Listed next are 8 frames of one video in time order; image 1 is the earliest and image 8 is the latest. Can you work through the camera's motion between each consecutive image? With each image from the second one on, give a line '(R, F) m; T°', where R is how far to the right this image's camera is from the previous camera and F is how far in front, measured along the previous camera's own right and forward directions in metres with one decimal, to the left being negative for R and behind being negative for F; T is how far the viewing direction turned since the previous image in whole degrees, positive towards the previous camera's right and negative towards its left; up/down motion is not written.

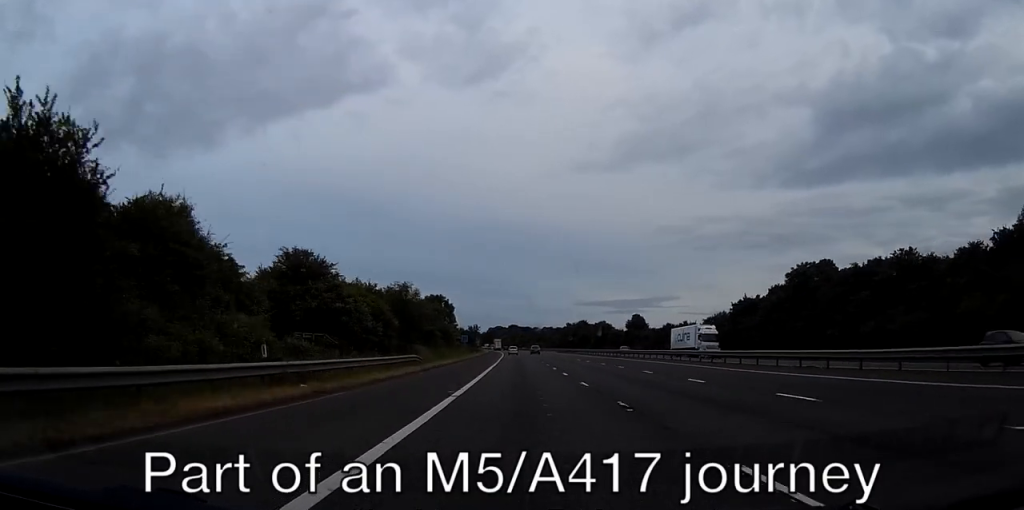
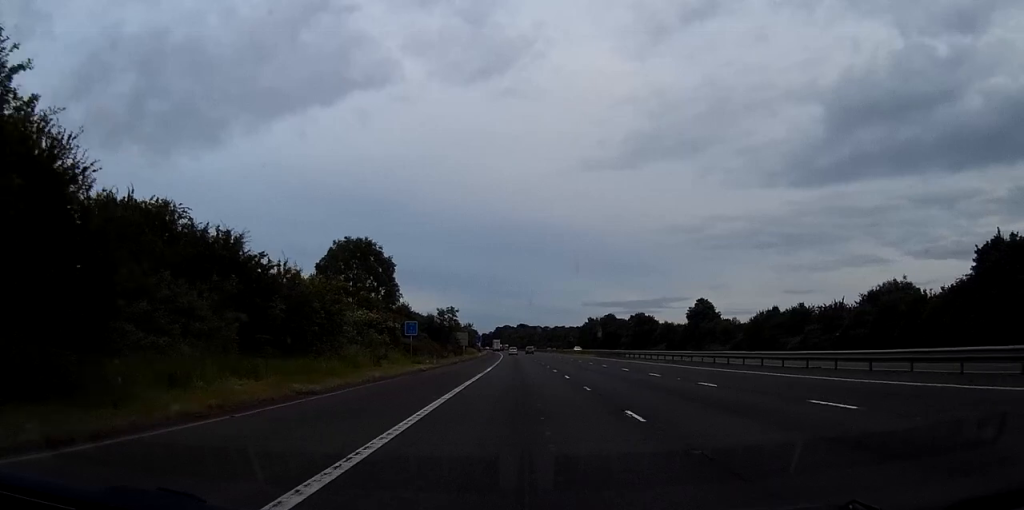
(+0.1, +64.6) m; 0°
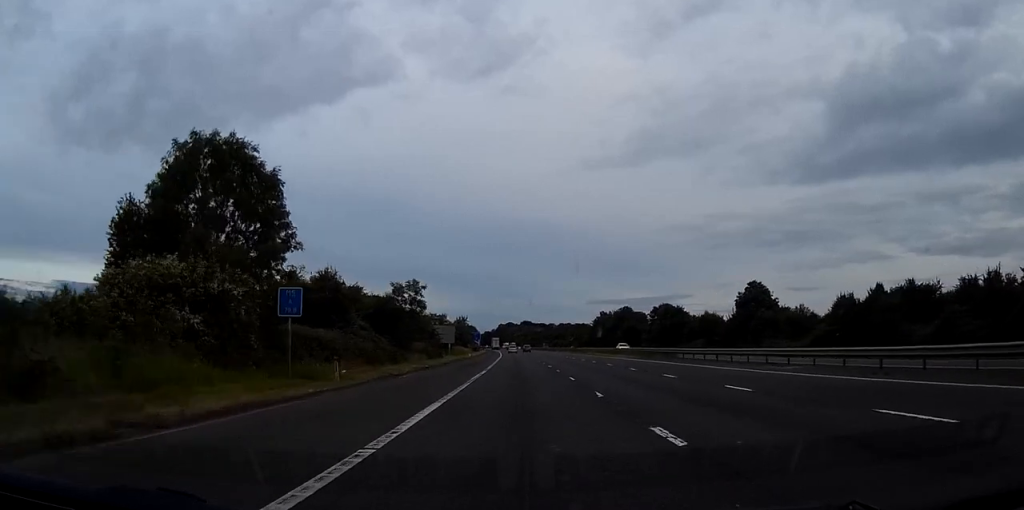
(-0.2, +29.3) m; -1°
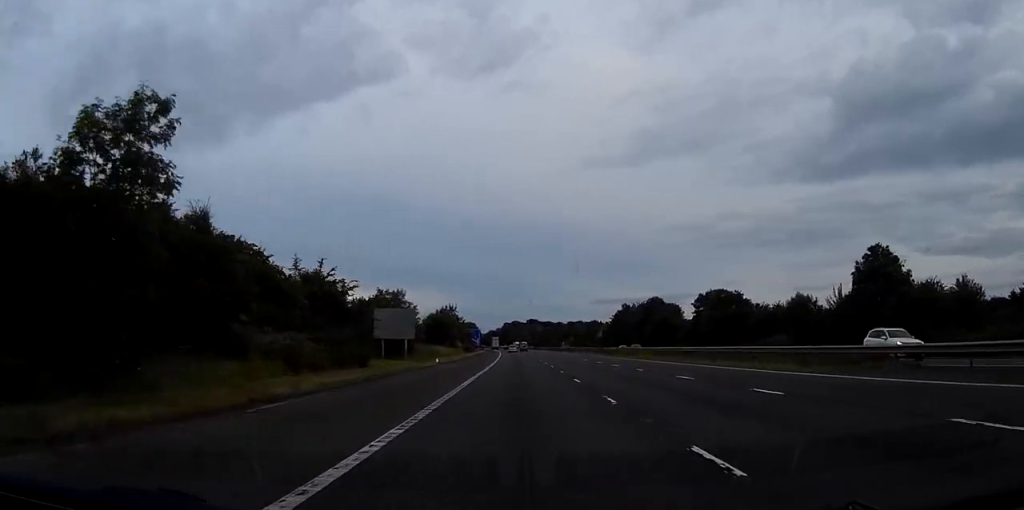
(-0.2, +37.6) m; 0°
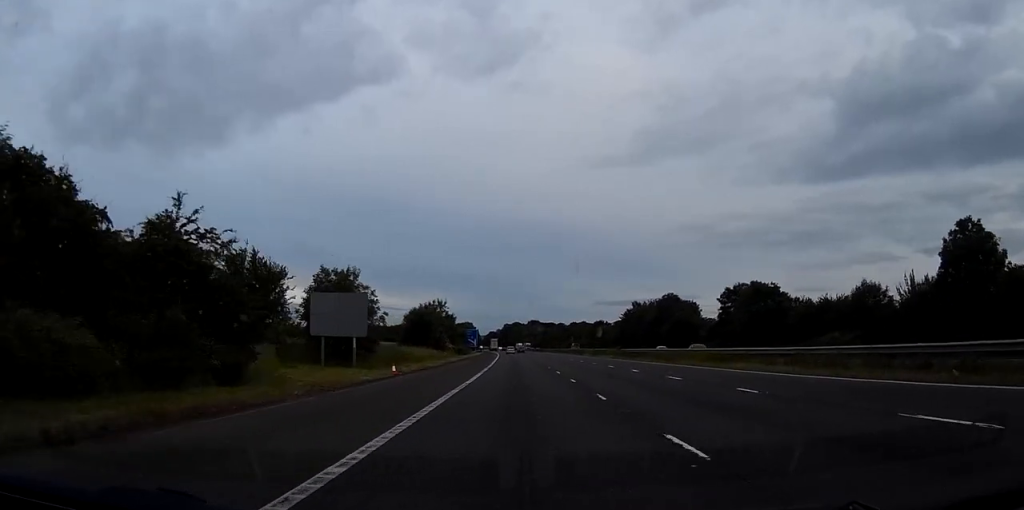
(0.0, +16.6) m; 0°
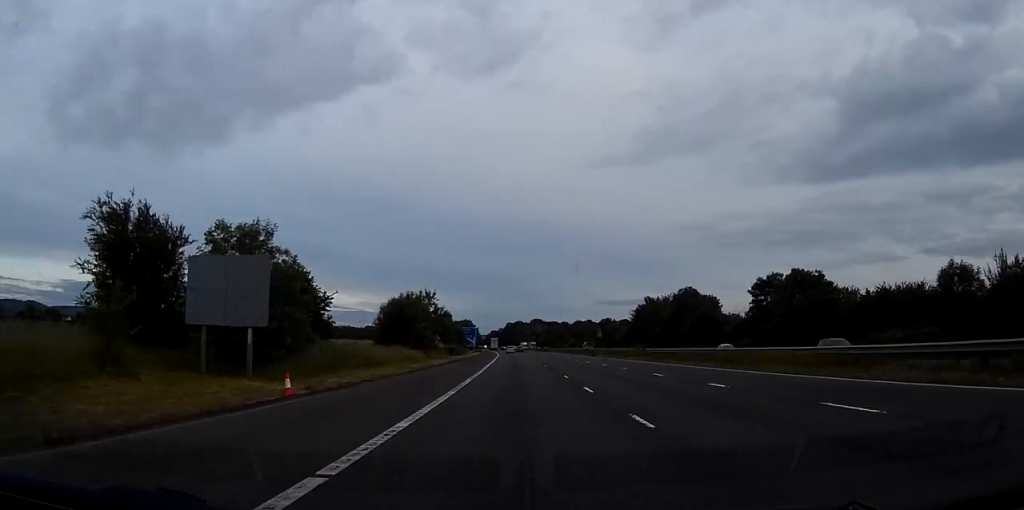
(-0.1, +14.8) m; 0°
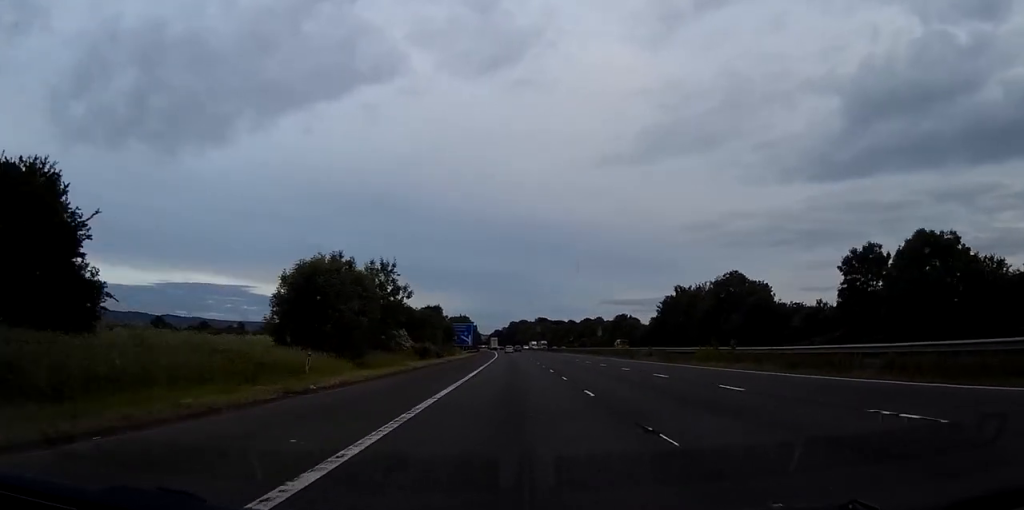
(-0.1, +28.6) m; -1°
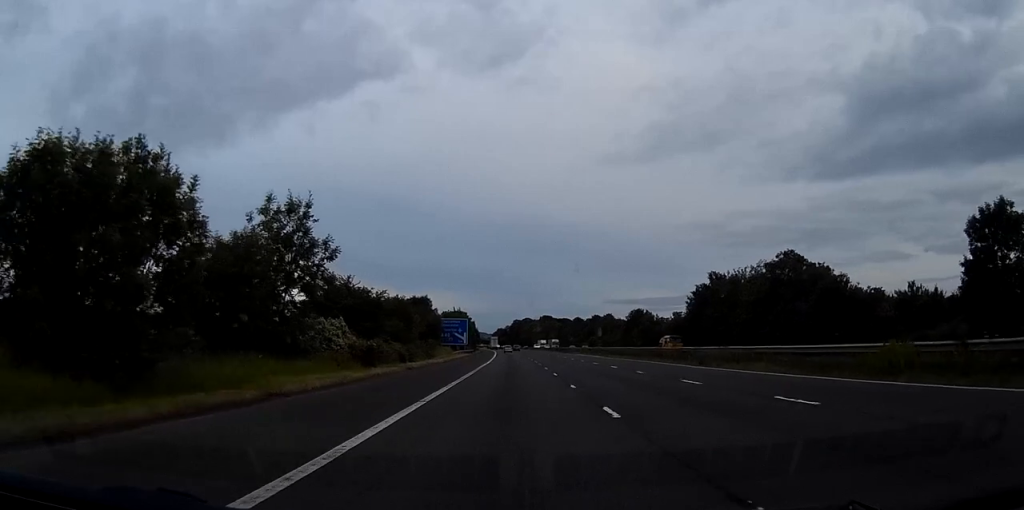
(0.0, +23.0) m; -1°
